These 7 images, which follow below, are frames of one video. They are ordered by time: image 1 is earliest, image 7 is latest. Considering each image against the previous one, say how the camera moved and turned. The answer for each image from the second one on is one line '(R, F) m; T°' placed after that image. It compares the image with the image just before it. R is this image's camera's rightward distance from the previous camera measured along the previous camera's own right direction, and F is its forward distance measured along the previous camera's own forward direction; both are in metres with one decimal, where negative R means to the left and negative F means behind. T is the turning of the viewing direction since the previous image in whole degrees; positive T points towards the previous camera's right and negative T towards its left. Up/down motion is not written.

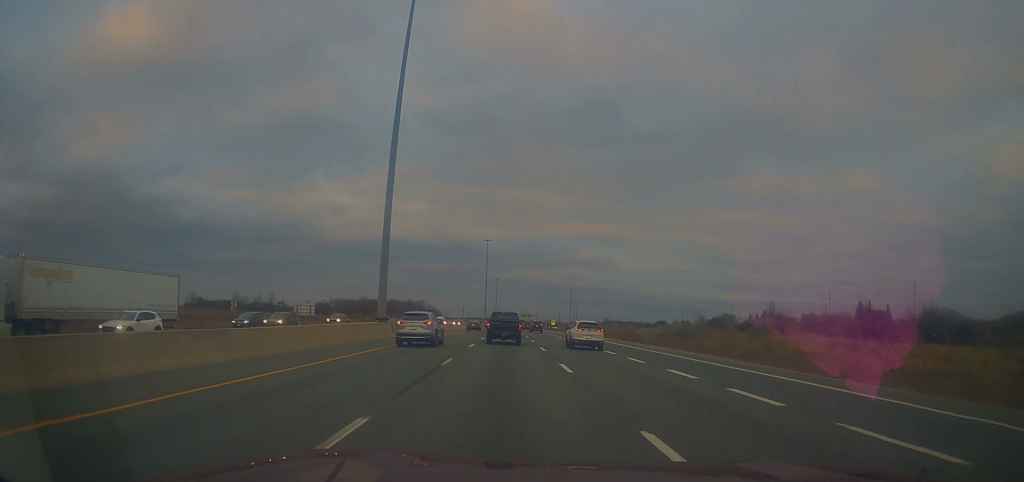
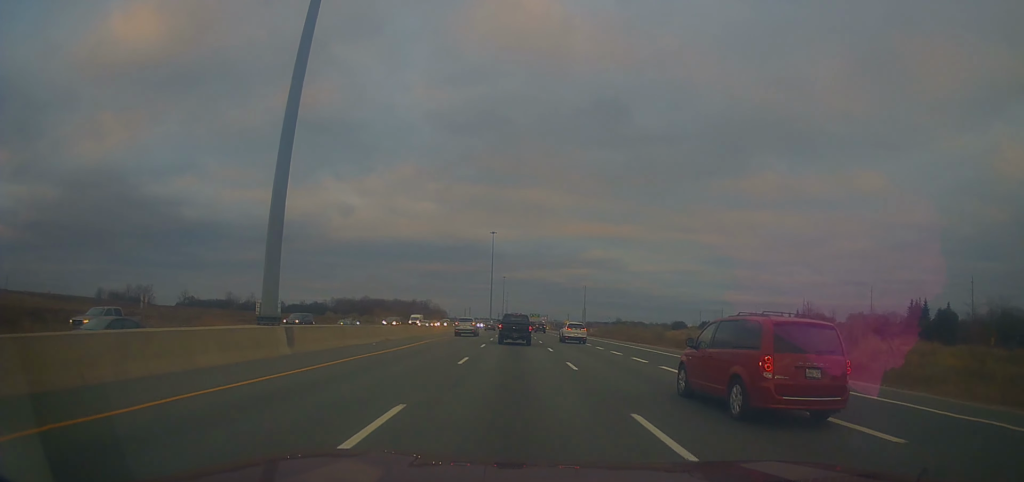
(-0.1, +22.4) m; +2°
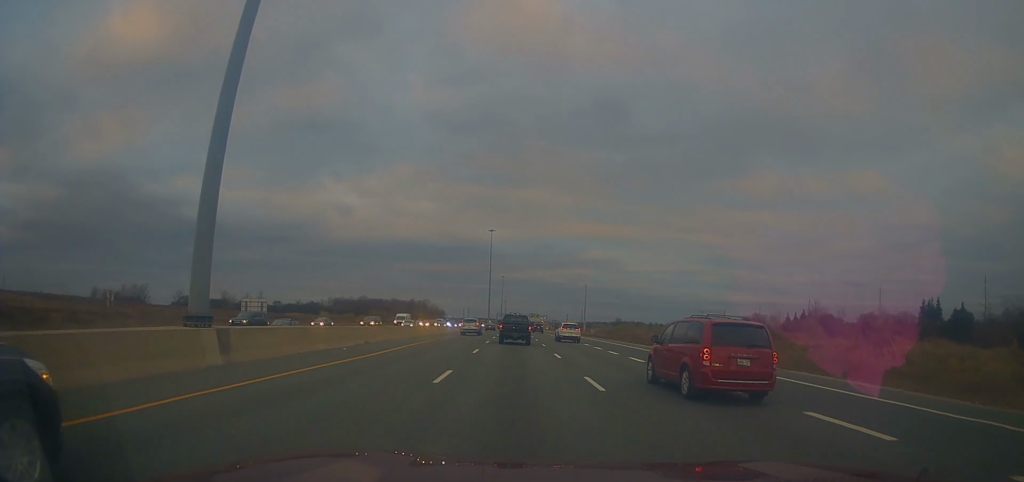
(+0.1, +5.5) m; +1°
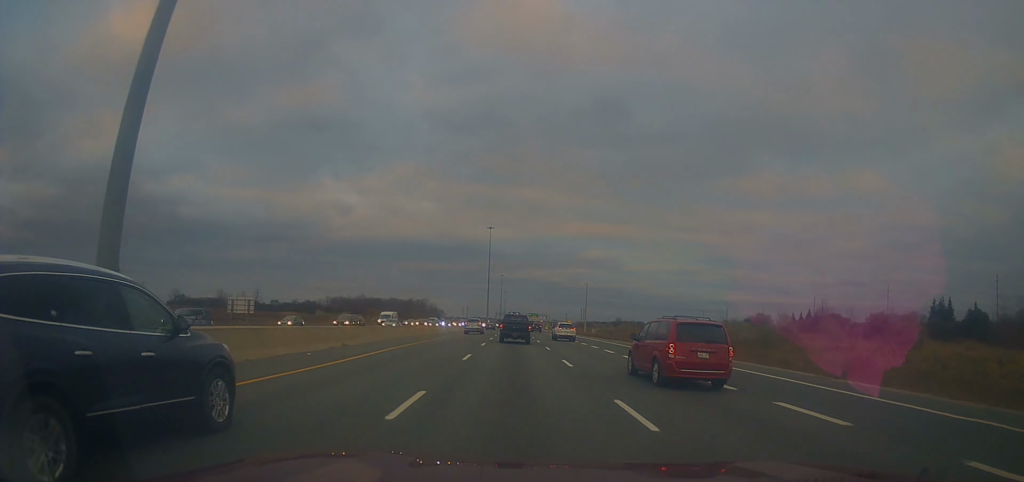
(0.0, +4.8) m; 0°
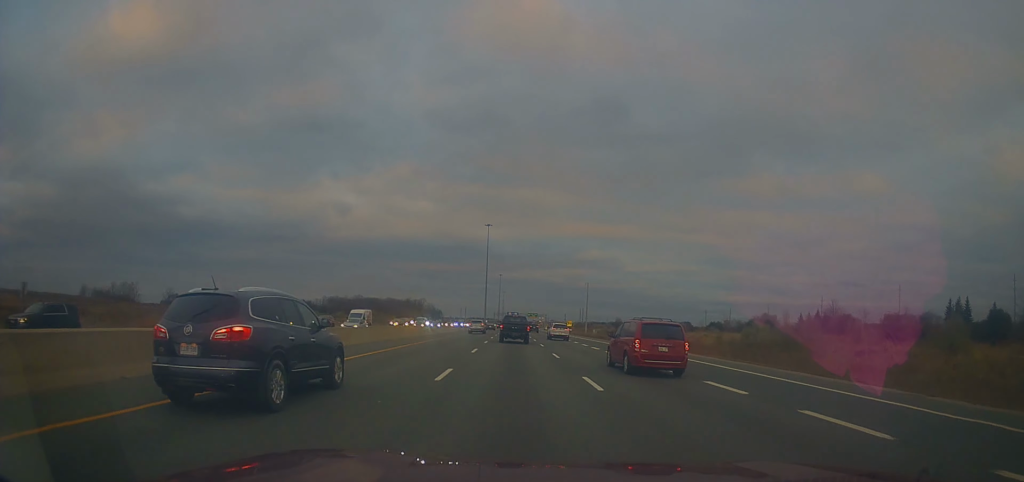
(+0.1, +6.8) m; -1°
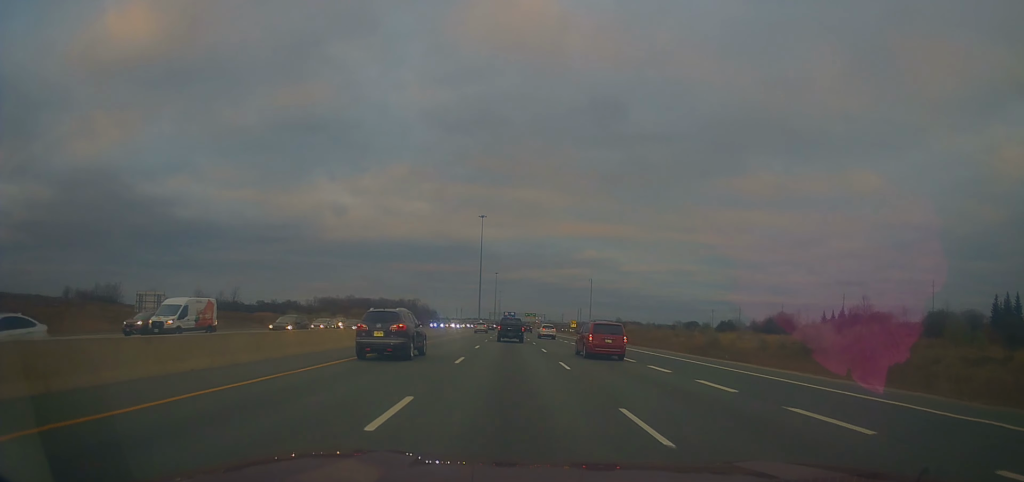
(-0.6, +17.6) m; -1°
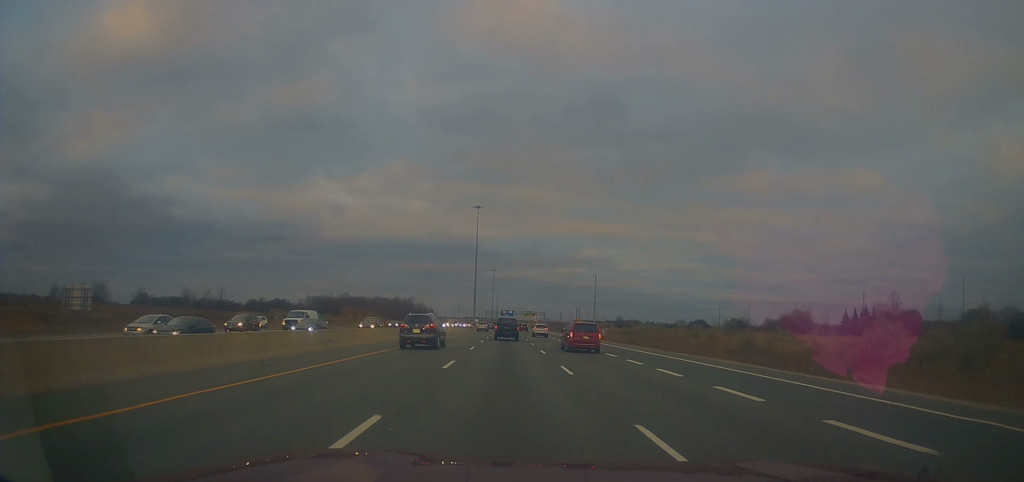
(+0.3, +13.9) m; +1°
